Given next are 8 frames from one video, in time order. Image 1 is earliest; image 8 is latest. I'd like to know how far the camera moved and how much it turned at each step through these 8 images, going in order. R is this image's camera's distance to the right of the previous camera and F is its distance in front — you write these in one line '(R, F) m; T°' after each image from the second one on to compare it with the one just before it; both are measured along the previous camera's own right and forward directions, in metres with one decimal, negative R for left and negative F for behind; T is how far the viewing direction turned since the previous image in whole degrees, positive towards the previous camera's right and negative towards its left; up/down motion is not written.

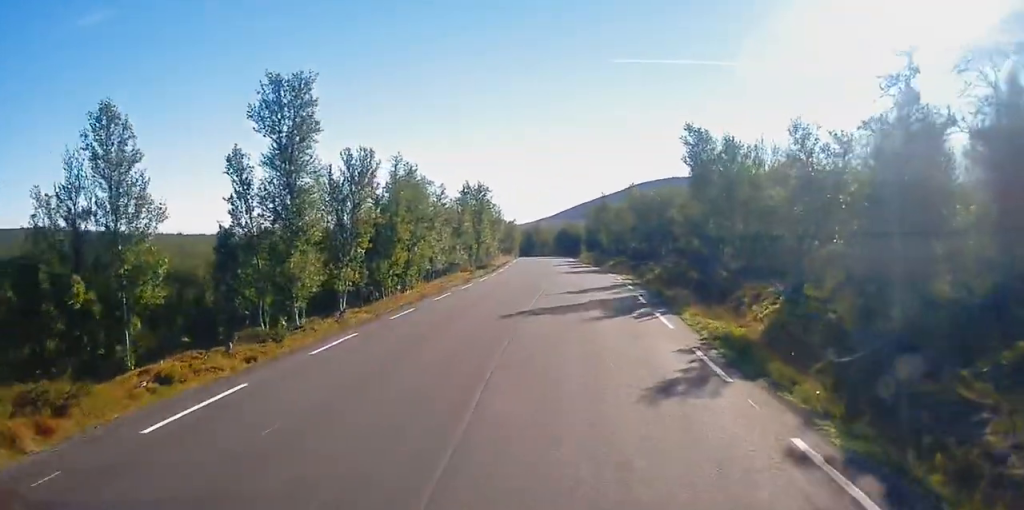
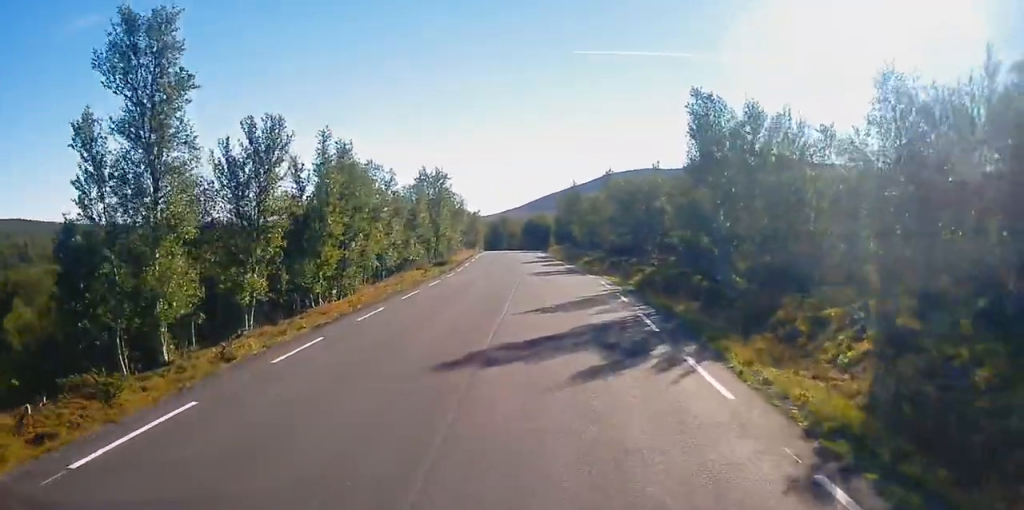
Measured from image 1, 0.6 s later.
(+0.3, +7.3) m; +2°
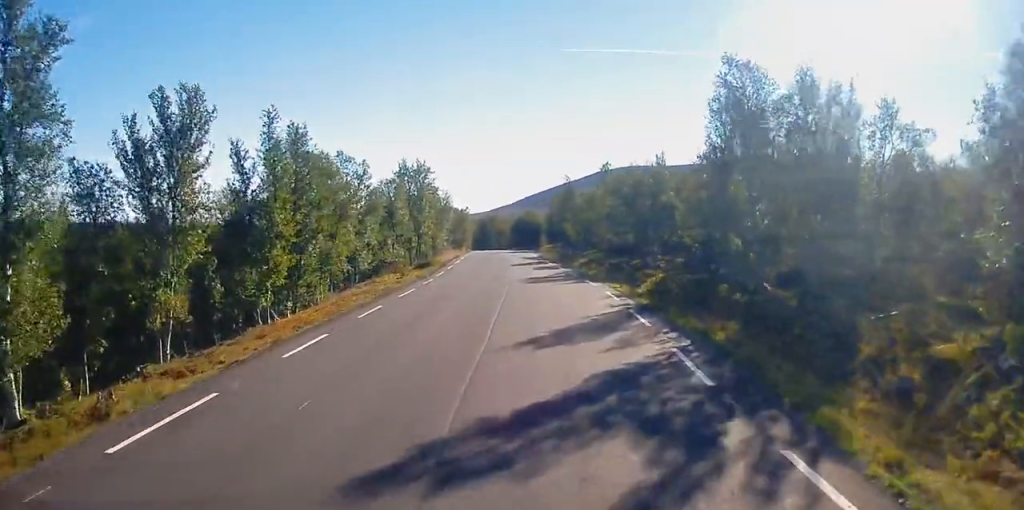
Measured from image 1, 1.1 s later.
(+0.1, +5.4) m; +1°
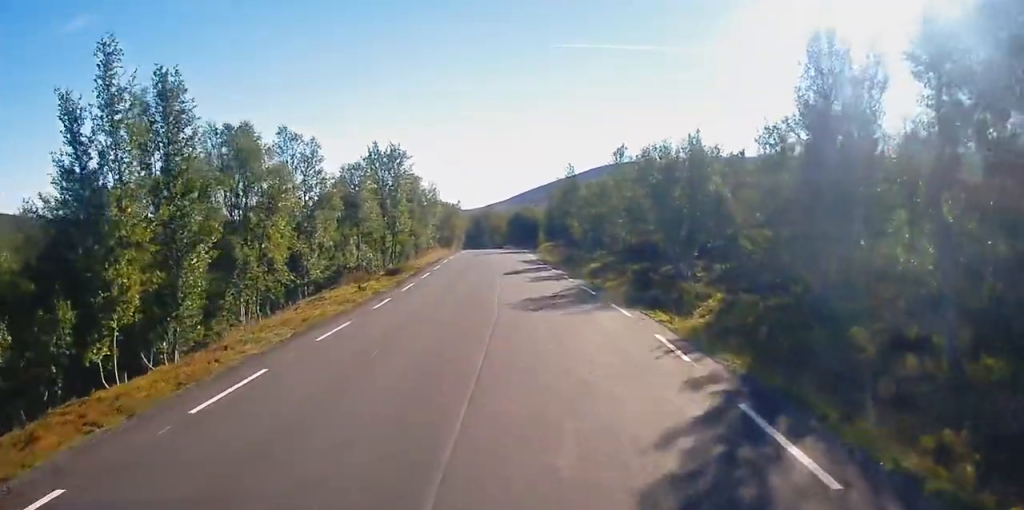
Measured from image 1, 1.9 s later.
(0.0, +10.1) m; 0°
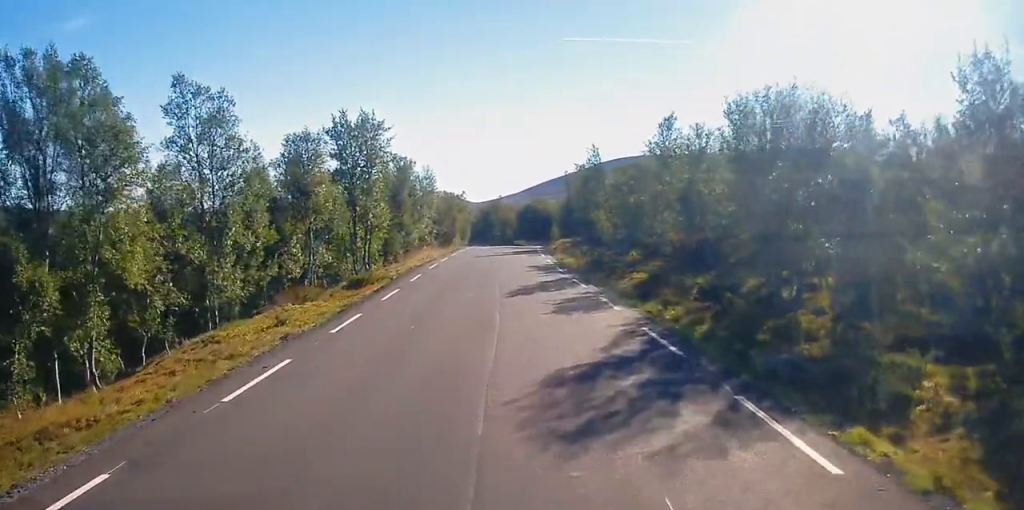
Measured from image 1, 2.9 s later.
(0.0, +11.8) m; -2°
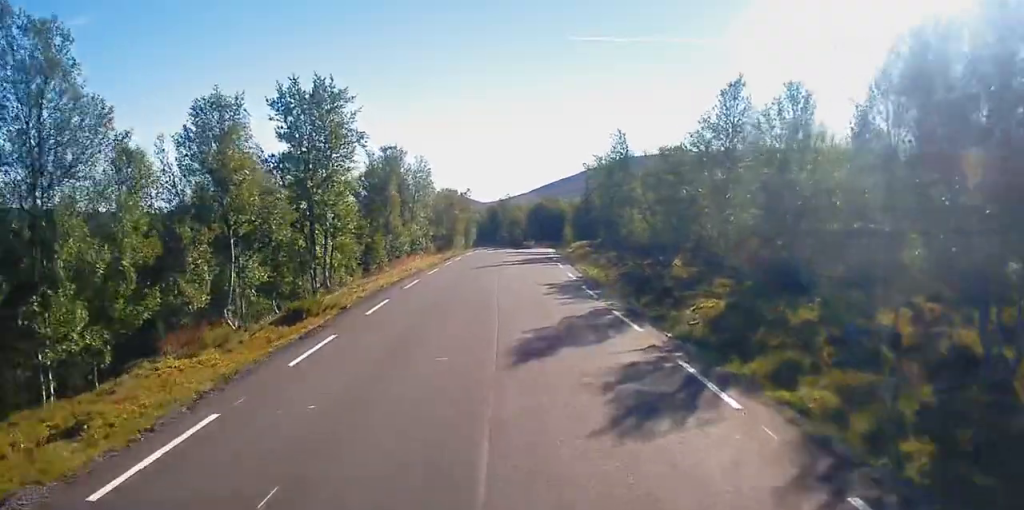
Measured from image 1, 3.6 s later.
(-0.4, +9.8) m; 0°
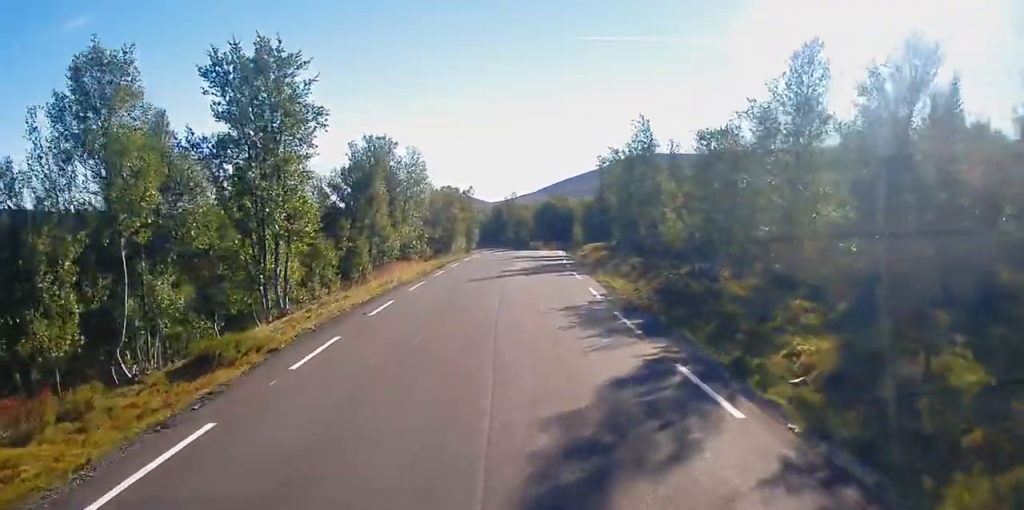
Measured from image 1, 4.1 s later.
(0.0, +6.6) m; 0°
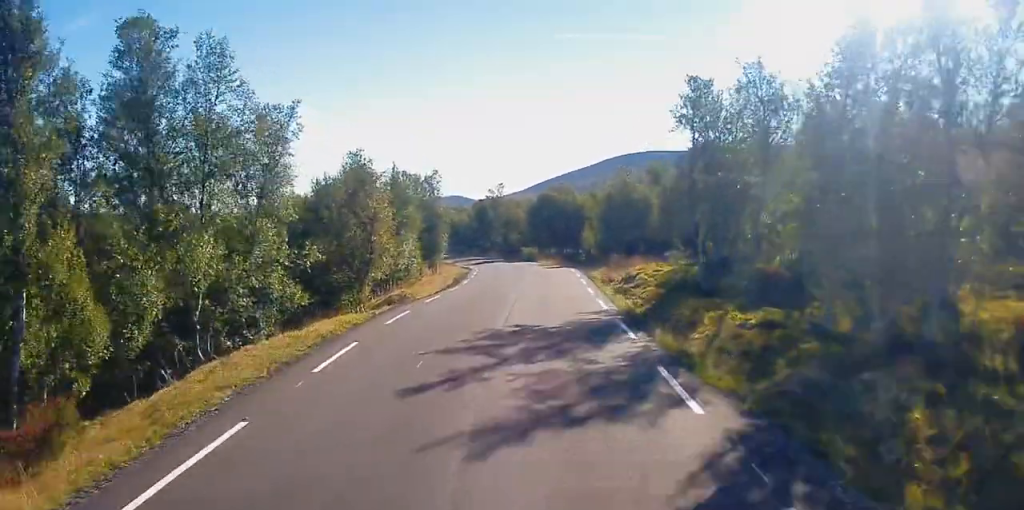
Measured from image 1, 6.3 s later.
(+0.1, +29.6) m; +2°
